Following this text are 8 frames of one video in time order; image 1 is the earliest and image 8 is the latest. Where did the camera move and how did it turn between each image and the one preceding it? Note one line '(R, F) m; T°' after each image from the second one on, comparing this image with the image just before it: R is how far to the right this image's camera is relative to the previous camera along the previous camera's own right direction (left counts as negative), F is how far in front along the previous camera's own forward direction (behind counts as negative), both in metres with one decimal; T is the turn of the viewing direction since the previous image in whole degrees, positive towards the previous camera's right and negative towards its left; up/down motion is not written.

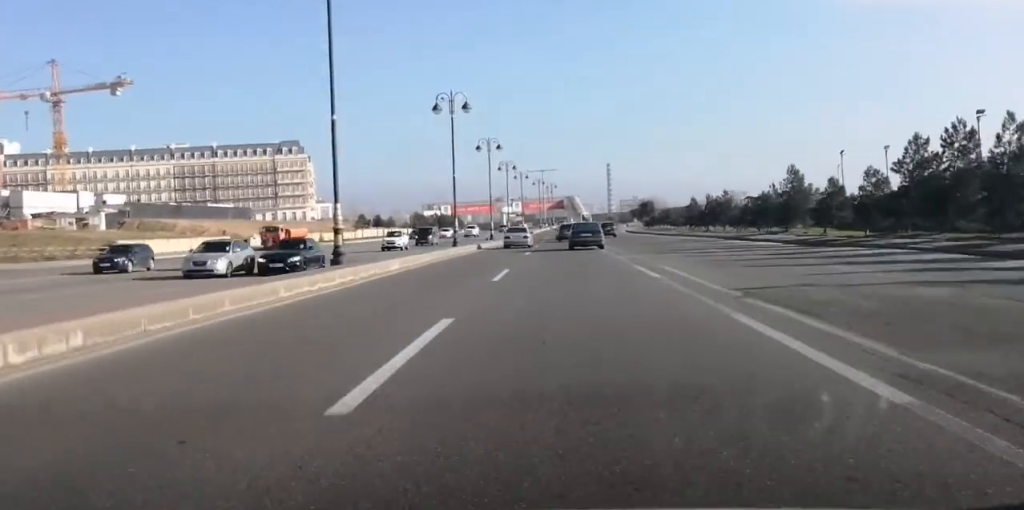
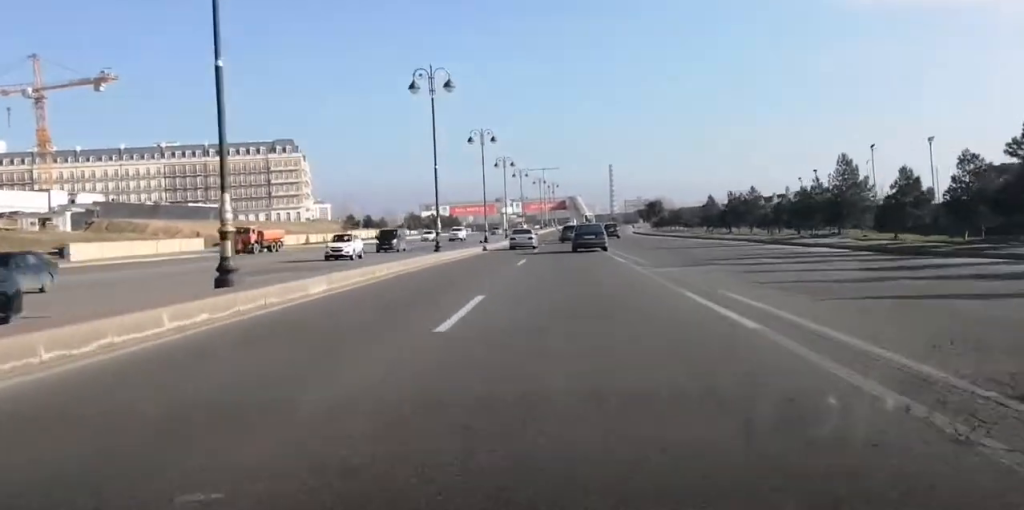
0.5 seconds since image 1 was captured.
(0.0, +9.8) m; 0°
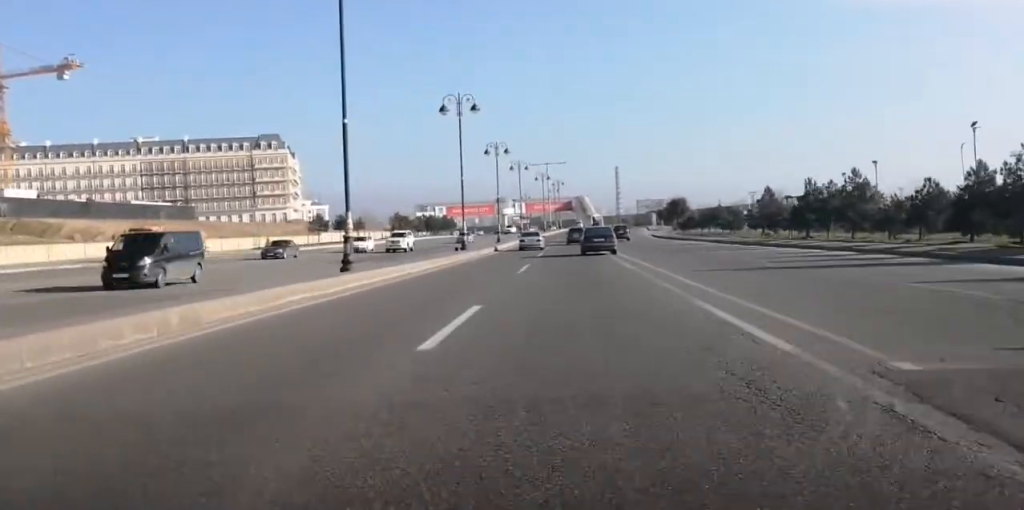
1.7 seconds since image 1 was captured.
(+0.3, +22.3) m; +2°
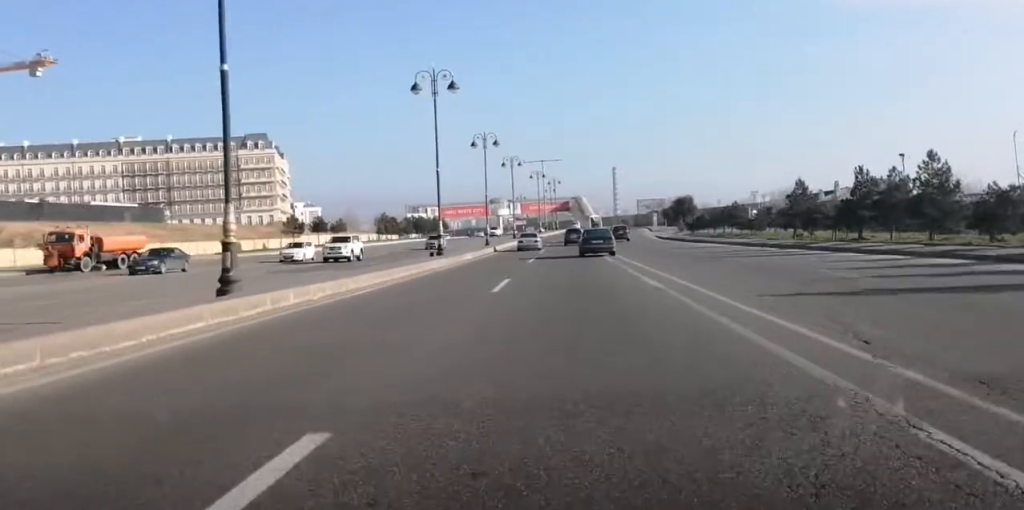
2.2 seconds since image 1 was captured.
(+0.3, +9.9) m; 0°
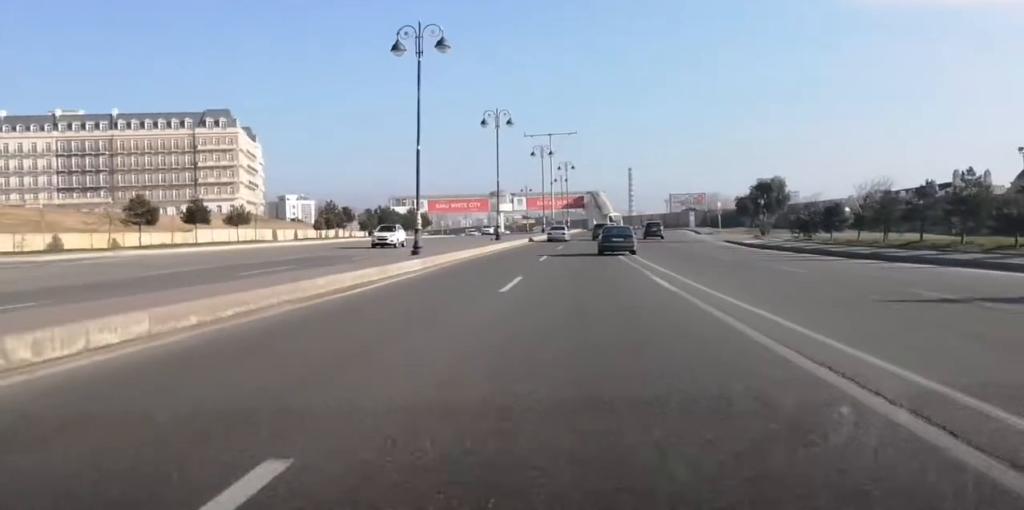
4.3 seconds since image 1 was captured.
(-0.2, +42.6) m; +1°
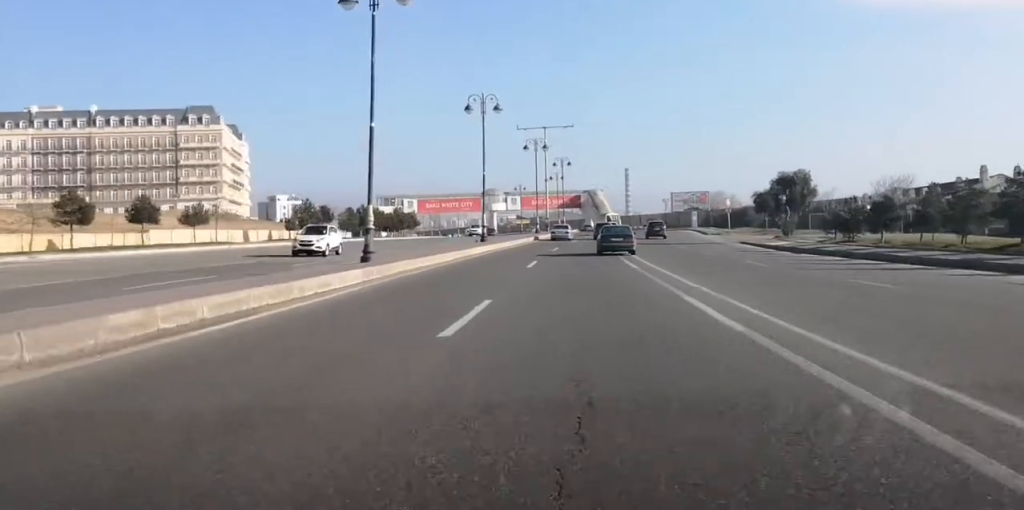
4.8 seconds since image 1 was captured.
(0.0, +8.7) m; 0°
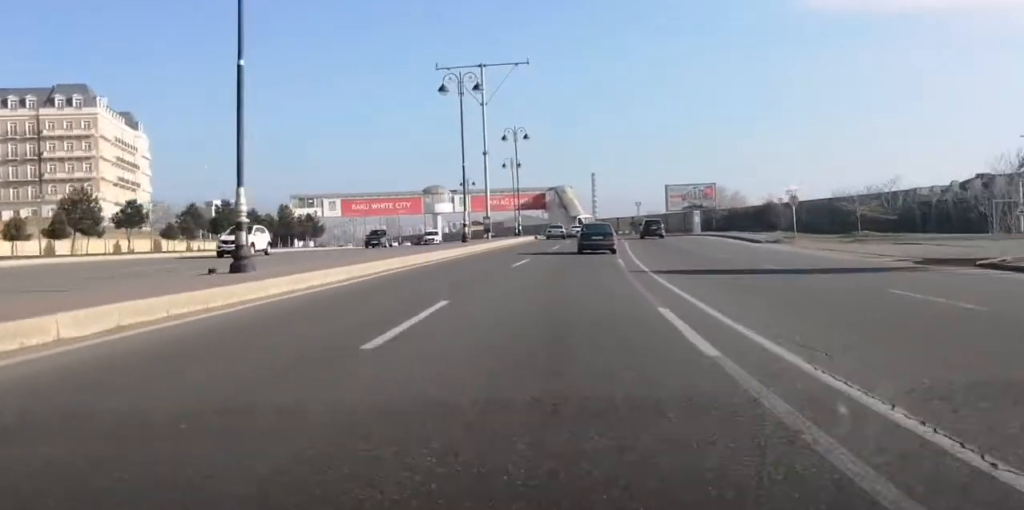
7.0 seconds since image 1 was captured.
(-0.5, +42.9) m; 0°
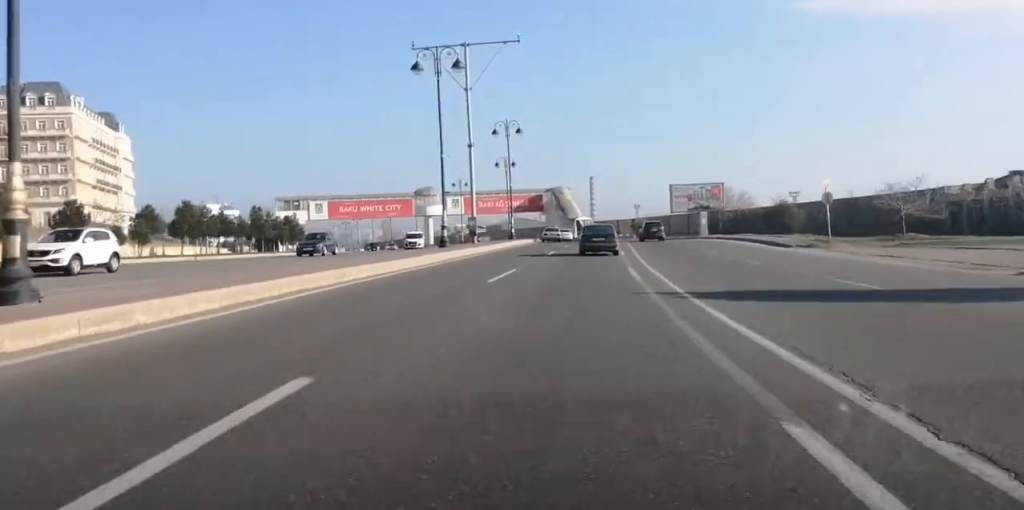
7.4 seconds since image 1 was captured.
(-0.2, +8.5) m; +1°
